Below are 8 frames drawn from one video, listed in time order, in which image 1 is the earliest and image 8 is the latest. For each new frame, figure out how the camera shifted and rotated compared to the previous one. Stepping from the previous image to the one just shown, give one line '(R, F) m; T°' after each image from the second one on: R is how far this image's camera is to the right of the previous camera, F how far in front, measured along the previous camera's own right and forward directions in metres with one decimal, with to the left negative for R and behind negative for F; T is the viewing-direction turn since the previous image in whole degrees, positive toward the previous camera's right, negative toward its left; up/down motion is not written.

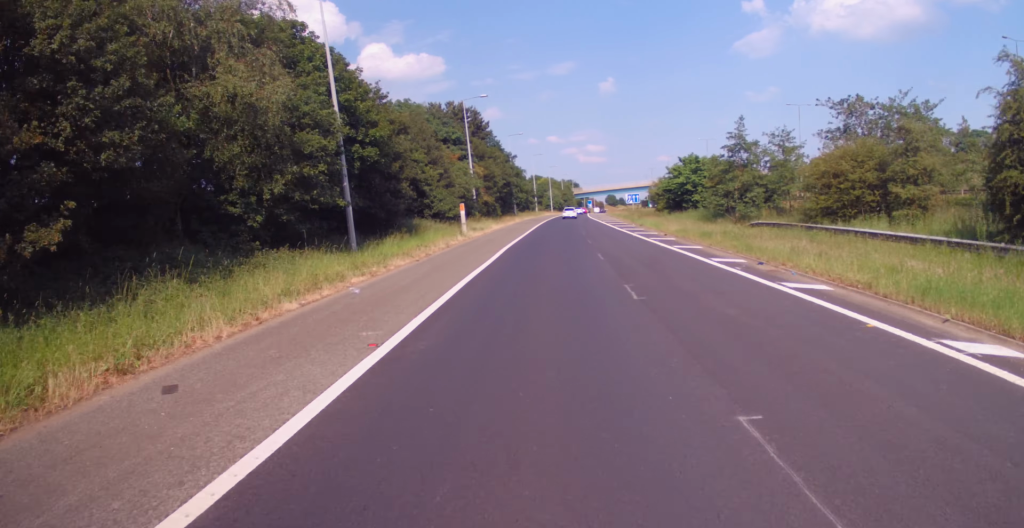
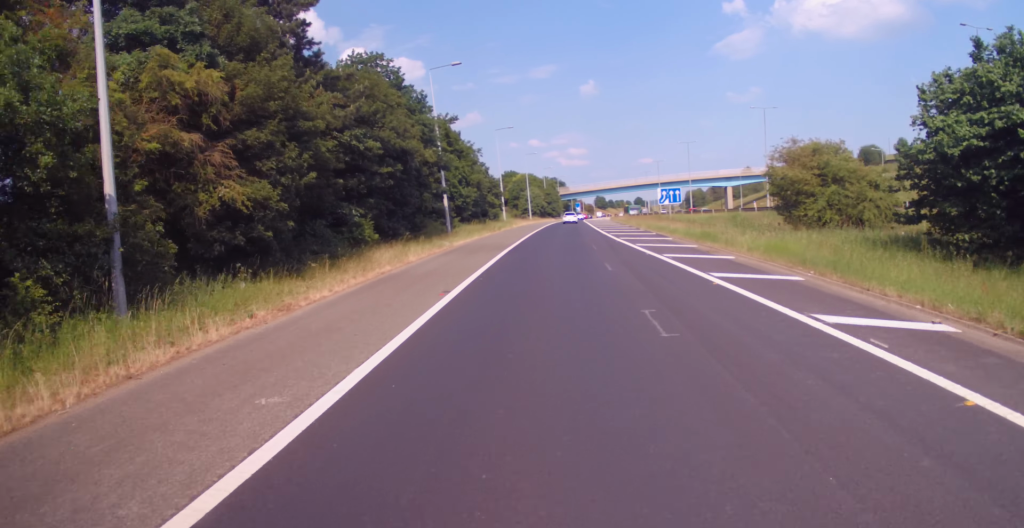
(+0.2, +48.3) m; +1°
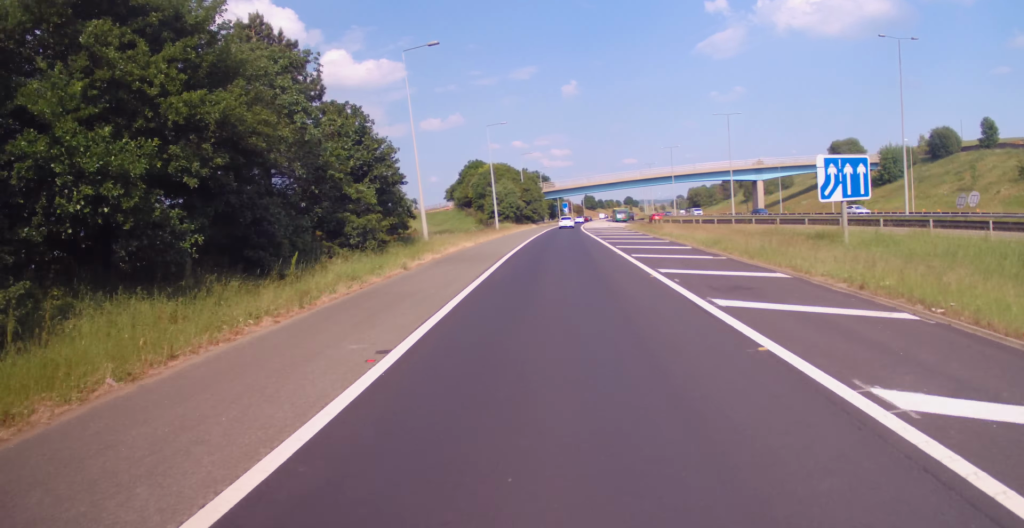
(+0.3, +41.6) m; +2°
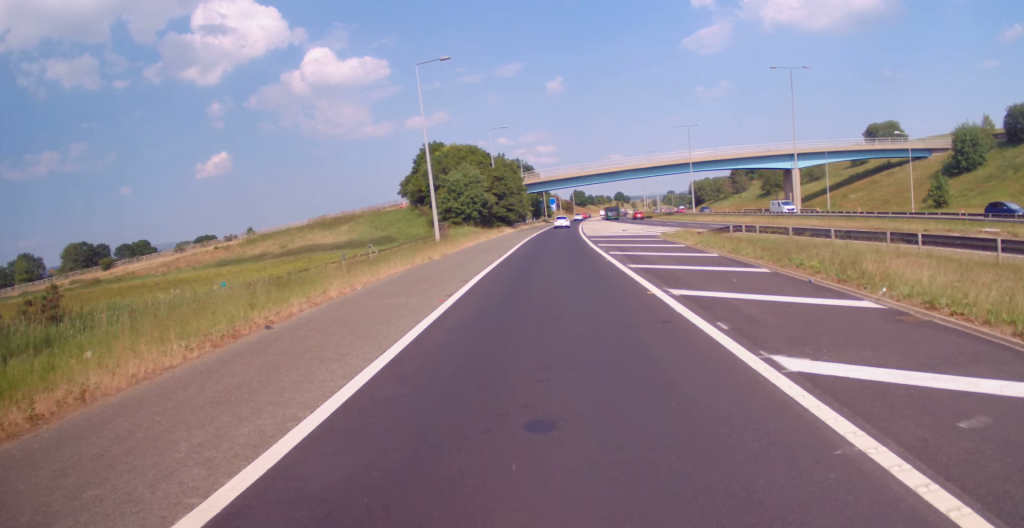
(+0.6, +30.2) m; +1°
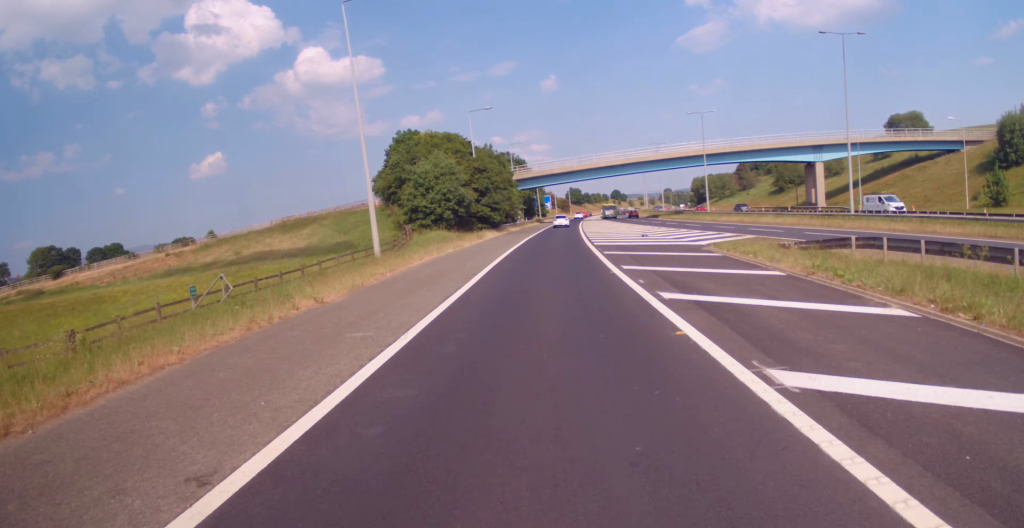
(0.0, +13.4) m; 0°
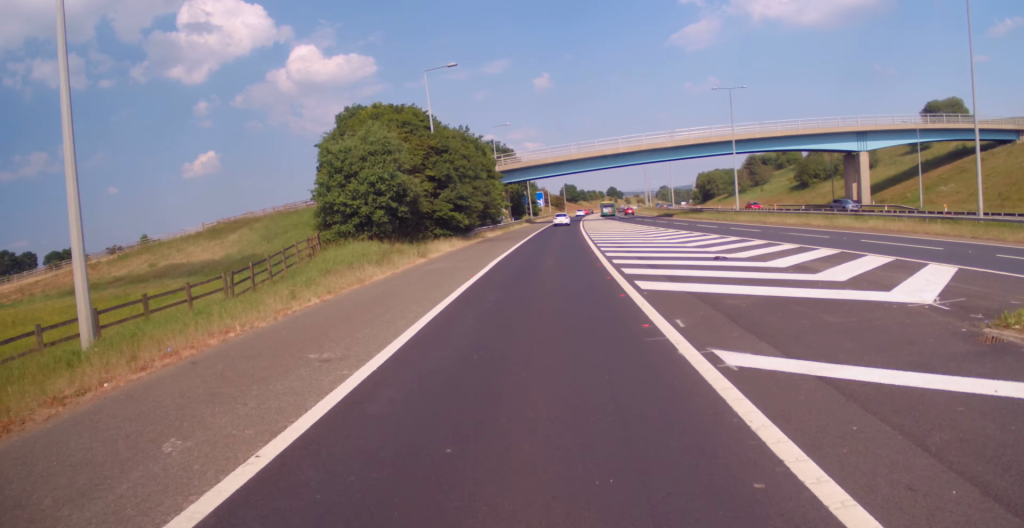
(+0.1, +18.3) m; +1°
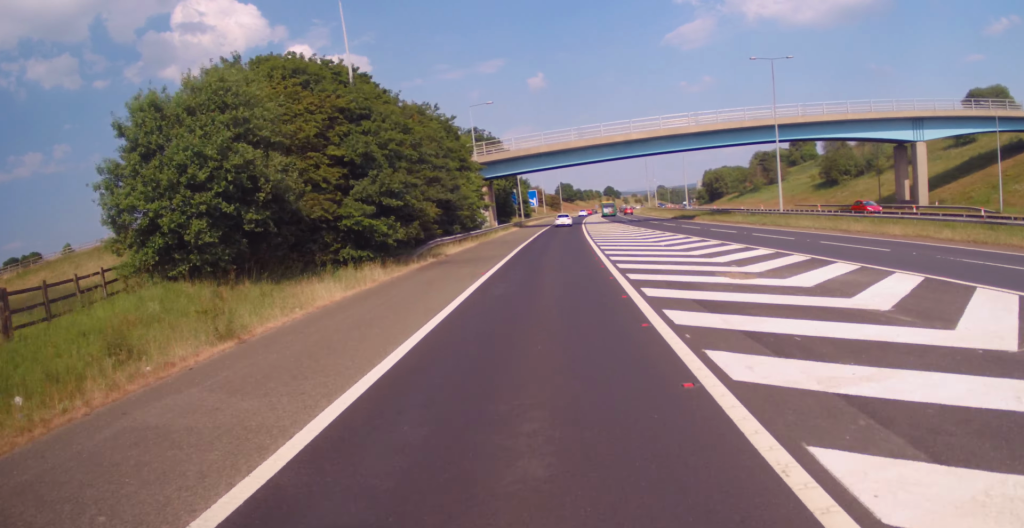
(+0.1, +16.5) m; +1°
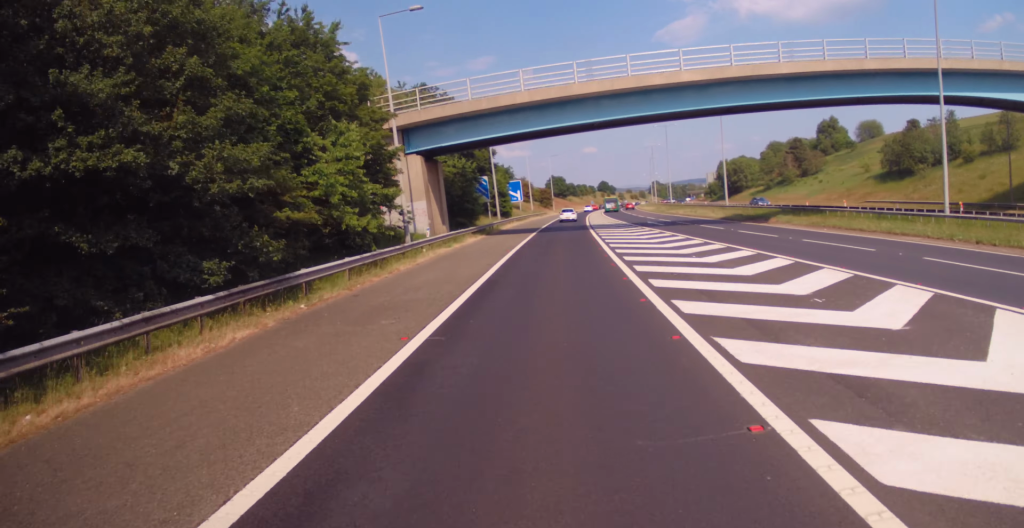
(+0.4, +28.9) m; +1°
